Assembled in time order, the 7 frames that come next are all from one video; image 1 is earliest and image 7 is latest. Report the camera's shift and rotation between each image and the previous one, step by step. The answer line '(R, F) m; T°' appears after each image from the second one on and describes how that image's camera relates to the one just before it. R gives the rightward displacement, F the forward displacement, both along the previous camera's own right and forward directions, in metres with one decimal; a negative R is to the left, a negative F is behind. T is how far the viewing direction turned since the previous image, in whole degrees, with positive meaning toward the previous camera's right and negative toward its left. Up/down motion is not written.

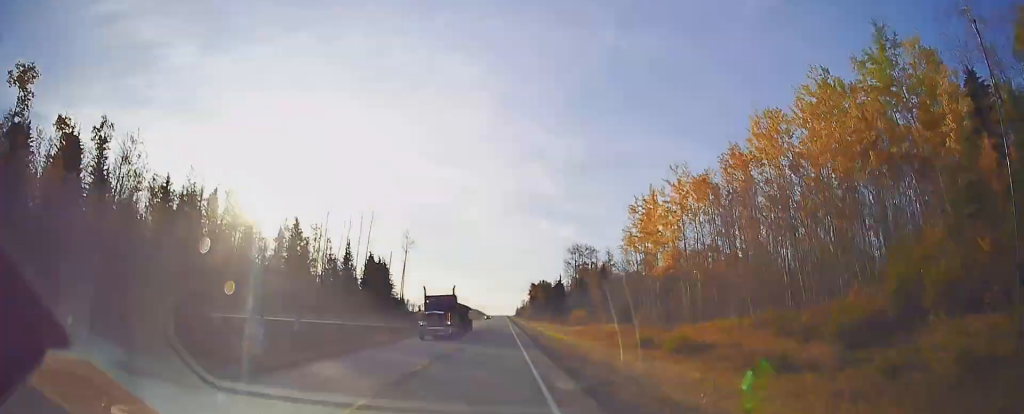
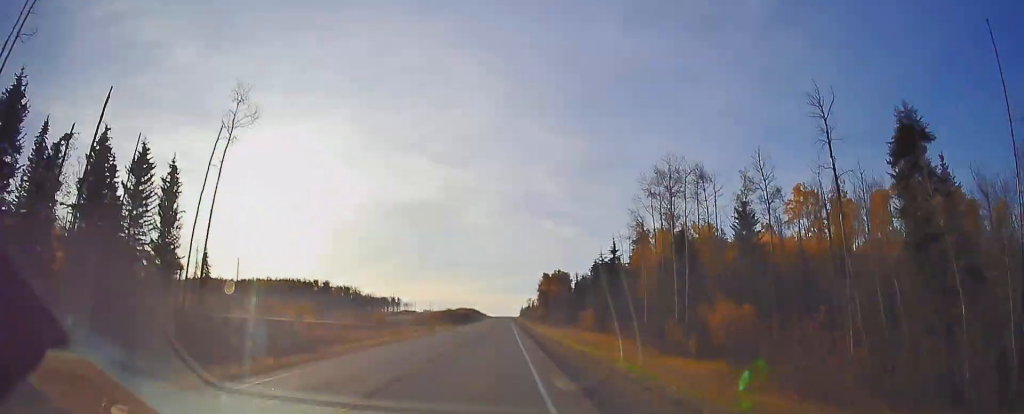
(+0.1, +89.2) m; 0°
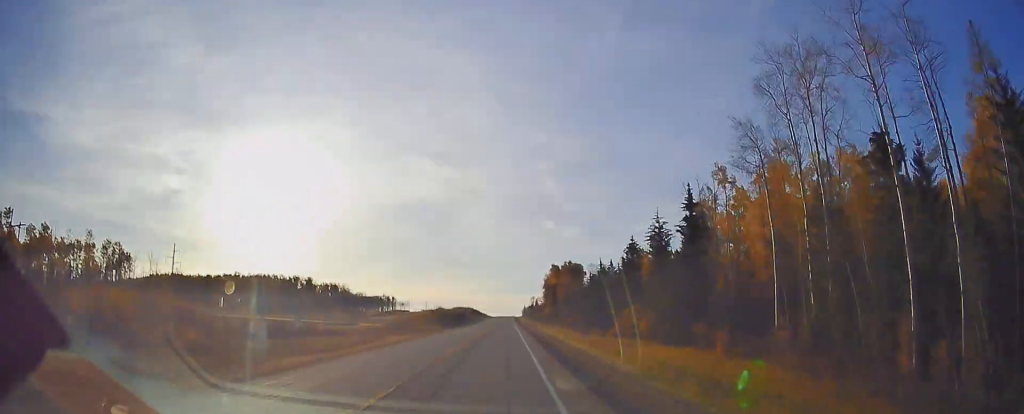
(-0.1, +41.6) m; 0°
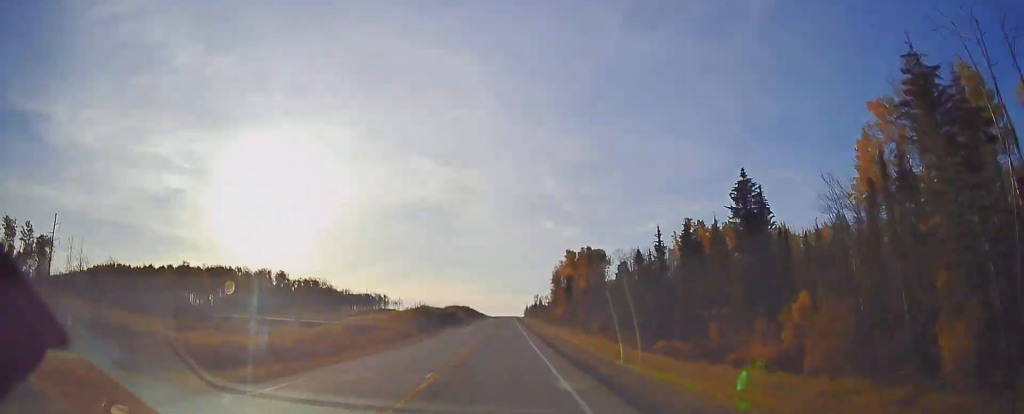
(-0.2, +49.9) m; 0°
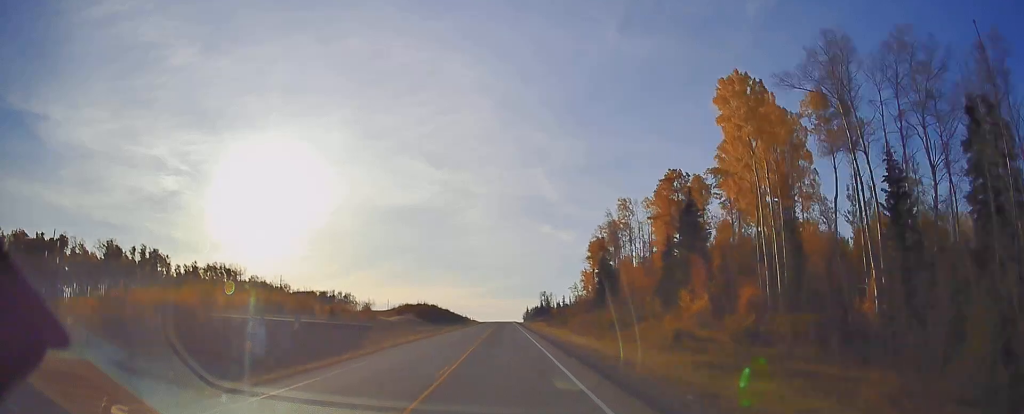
(+0.8, +133.0) m; +1°
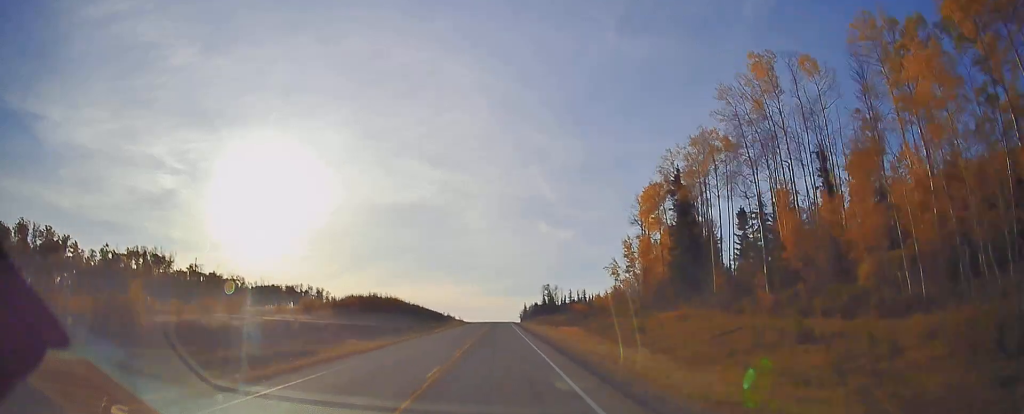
(+0.2, +63.8) m; 0°
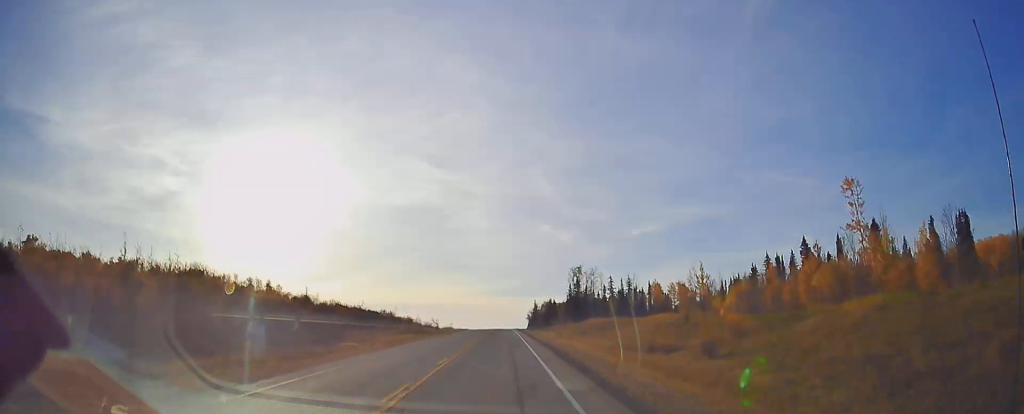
(+0.1, +110.6) m; 0°
